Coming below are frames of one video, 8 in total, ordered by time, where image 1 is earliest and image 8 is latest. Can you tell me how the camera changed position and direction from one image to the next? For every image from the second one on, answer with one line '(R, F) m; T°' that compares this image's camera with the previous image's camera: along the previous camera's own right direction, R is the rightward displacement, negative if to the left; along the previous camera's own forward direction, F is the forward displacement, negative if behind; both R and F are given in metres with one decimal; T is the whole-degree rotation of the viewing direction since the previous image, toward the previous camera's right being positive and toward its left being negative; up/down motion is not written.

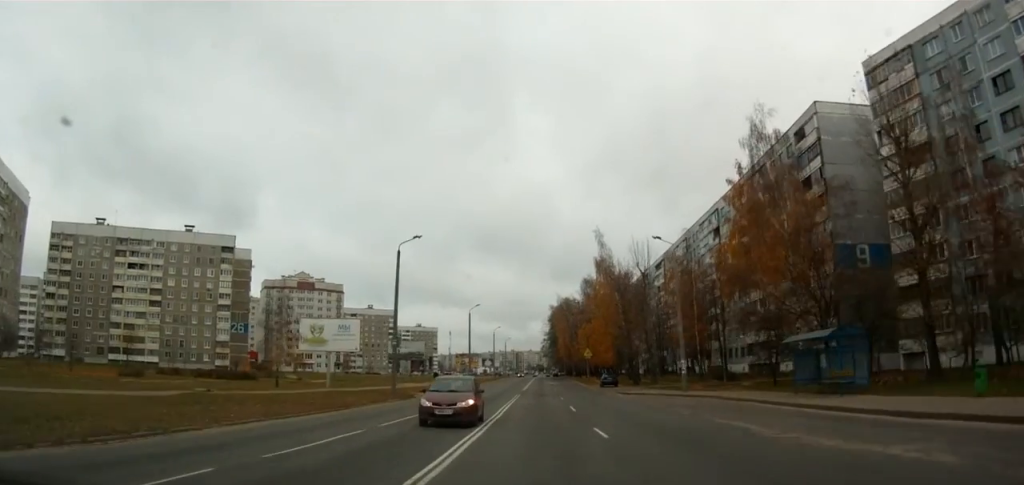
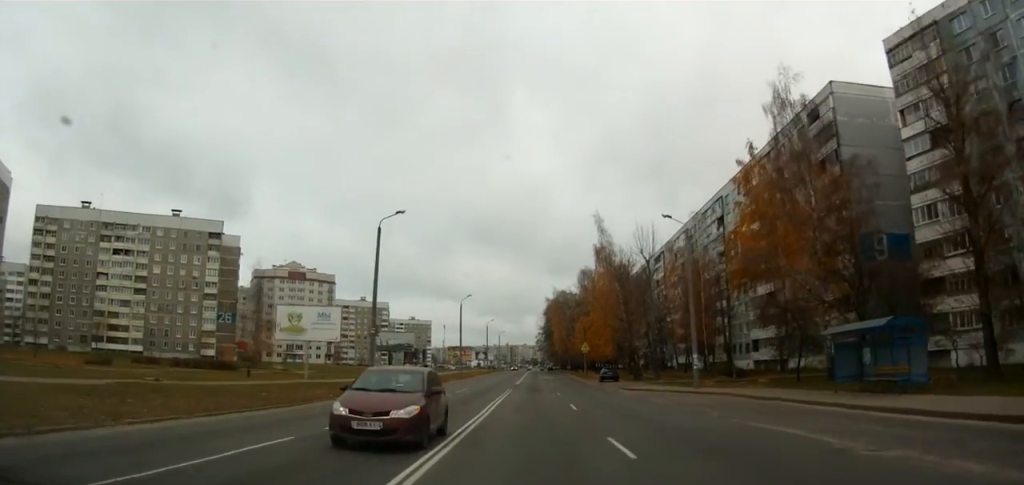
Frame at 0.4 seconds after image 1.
(0.0, +4.3) m; +1°
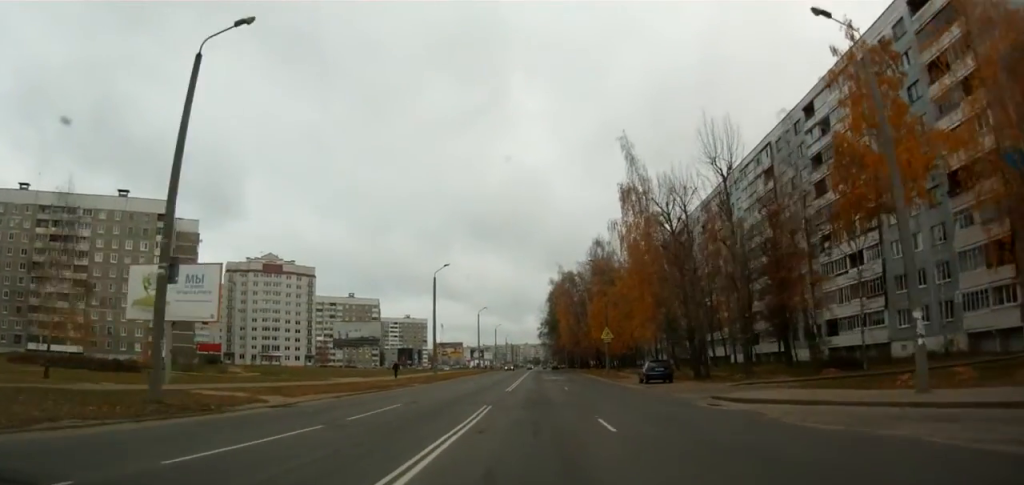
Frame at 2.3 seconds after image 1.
(+0.4, +21.3) m; +1°
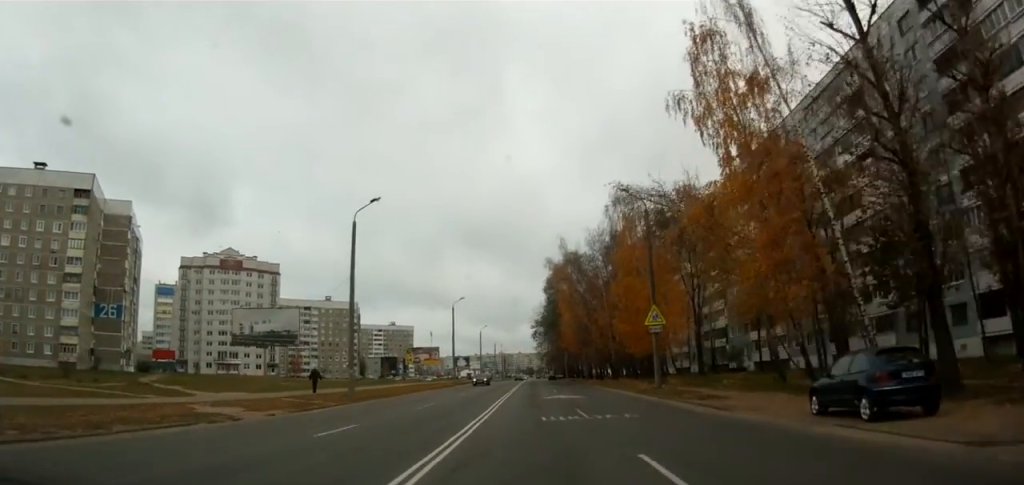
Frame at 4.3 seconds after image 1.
(-0.3, +25.2) m; -1°
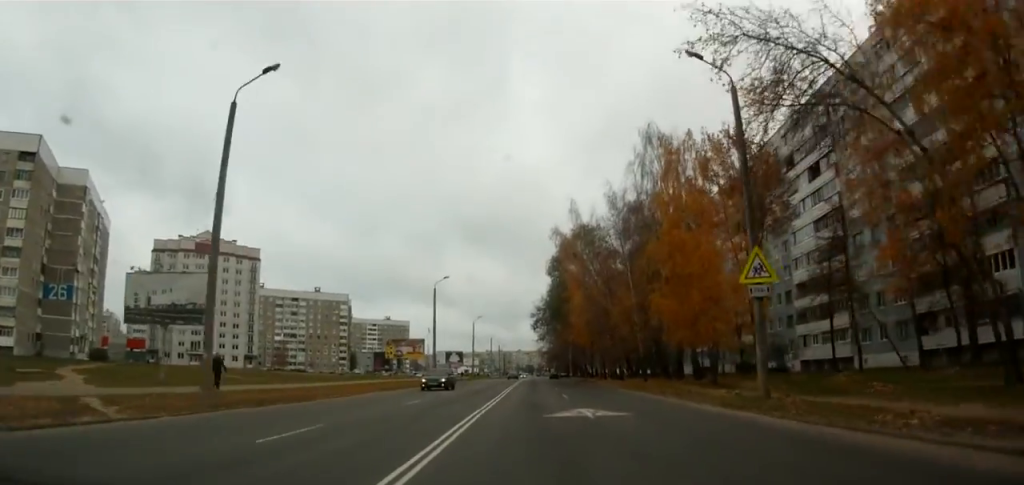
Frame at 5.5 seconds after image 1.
(0.0, +15.1) m; 0°
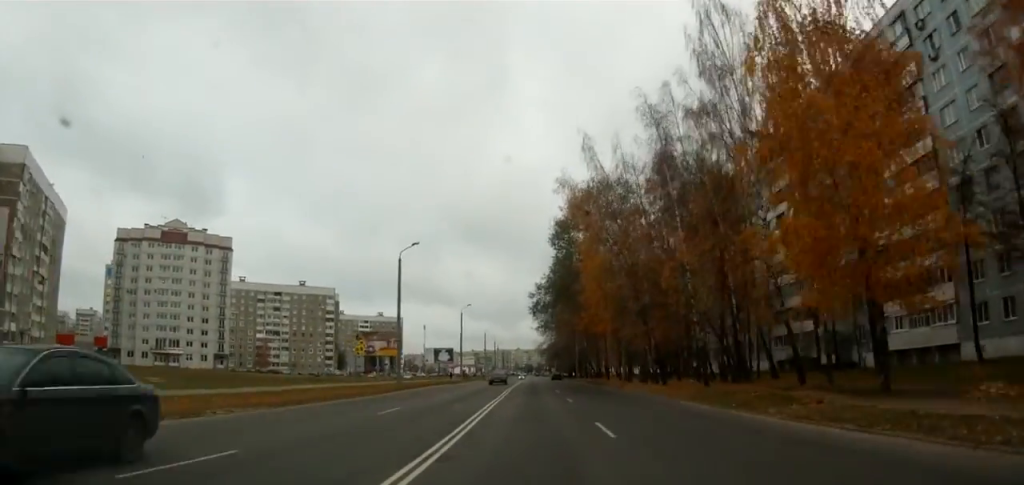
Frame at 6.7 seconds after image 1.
(0.0, +16.1) m; 0°
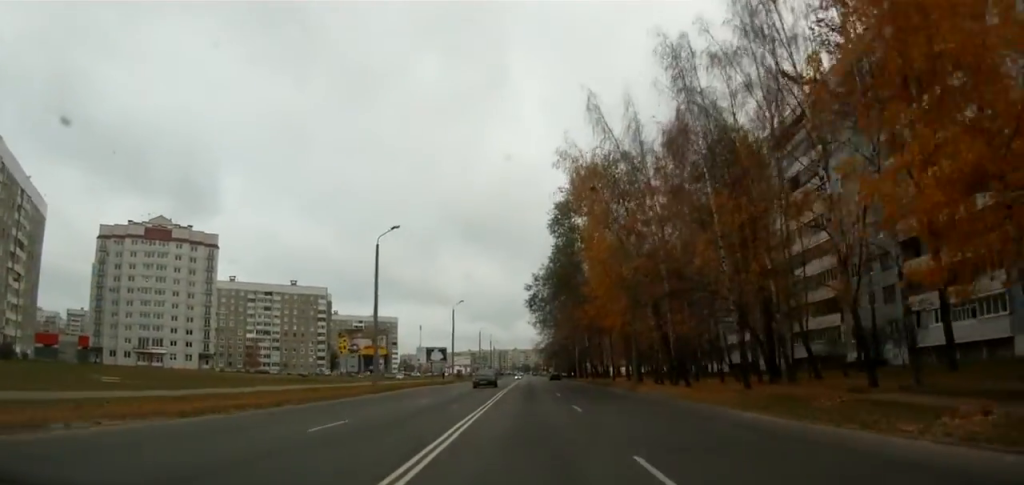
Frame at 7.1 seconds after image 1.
(0.0, +6.0) m; 0°
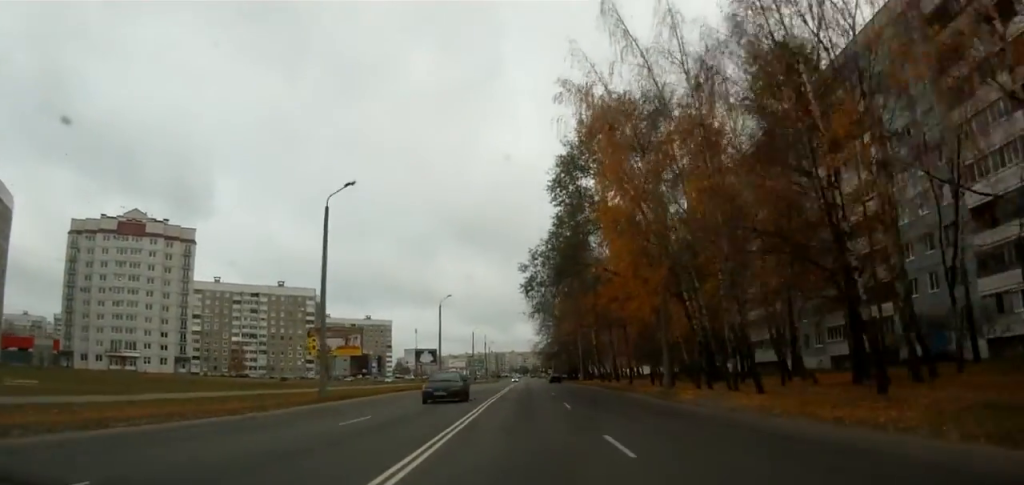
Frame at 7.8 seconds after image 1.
(0.0, +9.4) m; +1°
